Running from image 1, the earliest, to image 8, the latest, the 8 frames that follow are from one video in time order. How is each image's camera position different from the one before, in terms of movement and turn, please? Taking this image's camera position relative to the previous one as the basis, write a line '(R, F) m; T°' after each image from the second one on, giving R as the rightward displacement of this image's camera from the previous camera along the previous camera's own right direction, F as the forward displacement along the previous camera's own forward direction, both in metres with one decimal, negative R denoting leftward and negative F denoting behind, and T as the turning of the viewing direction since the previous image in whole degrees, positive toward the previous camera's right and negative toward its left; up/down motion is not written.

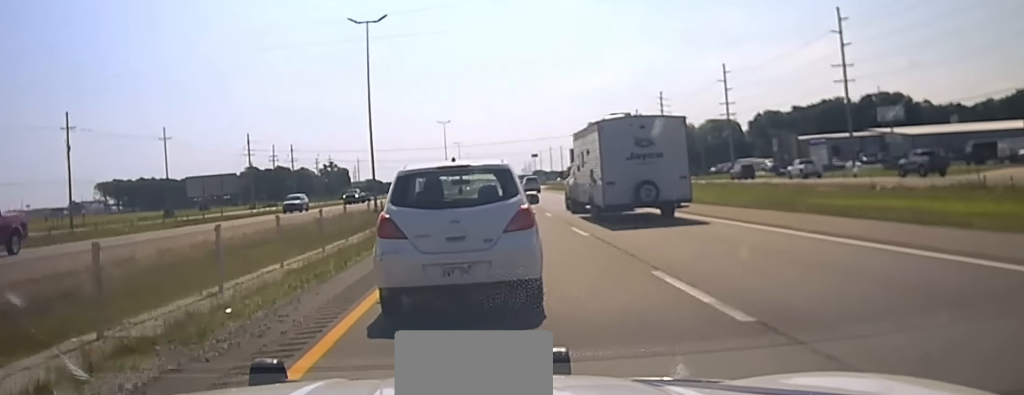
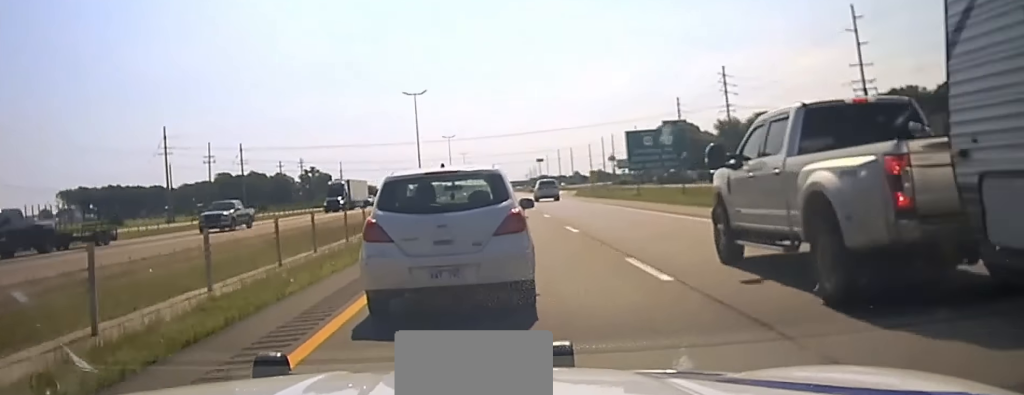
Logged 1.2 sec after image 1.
(-0.3, +55.8) m; 0°
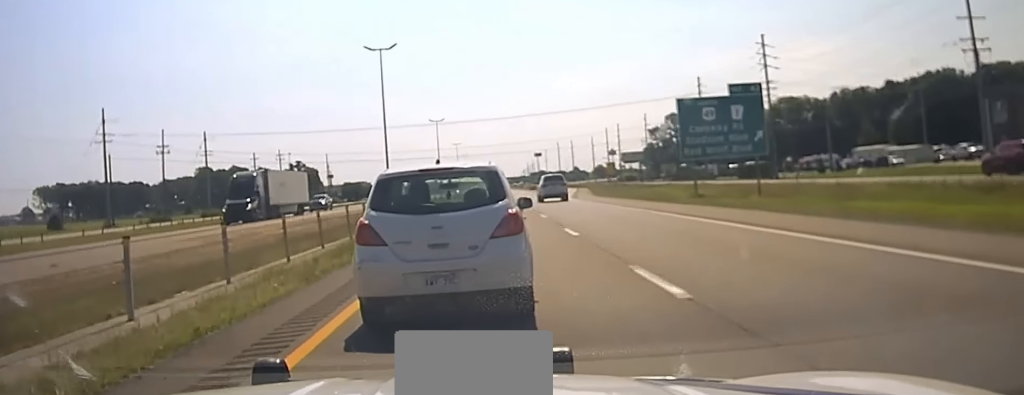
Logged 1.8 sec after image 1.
(-0.2, +27.5) m; 0°
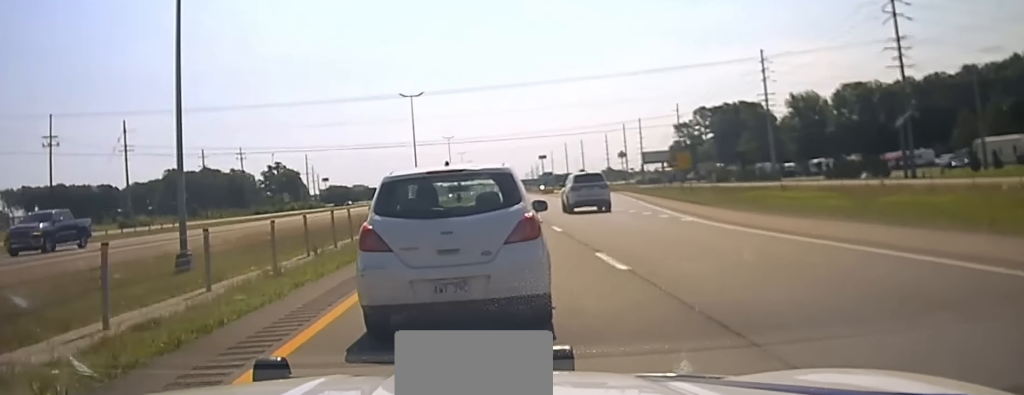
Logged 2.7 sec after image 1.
(+0.3, +46.4) m; 0°
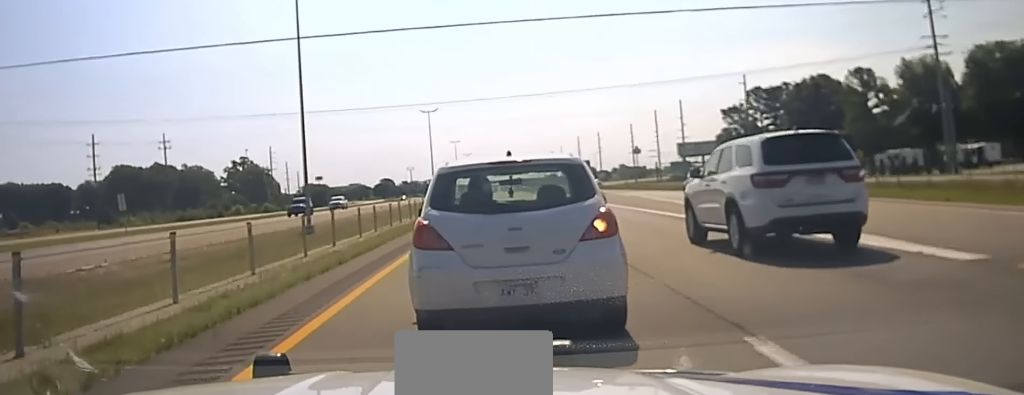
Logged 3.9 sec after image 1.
(-0.2, +65.9) m; 0°
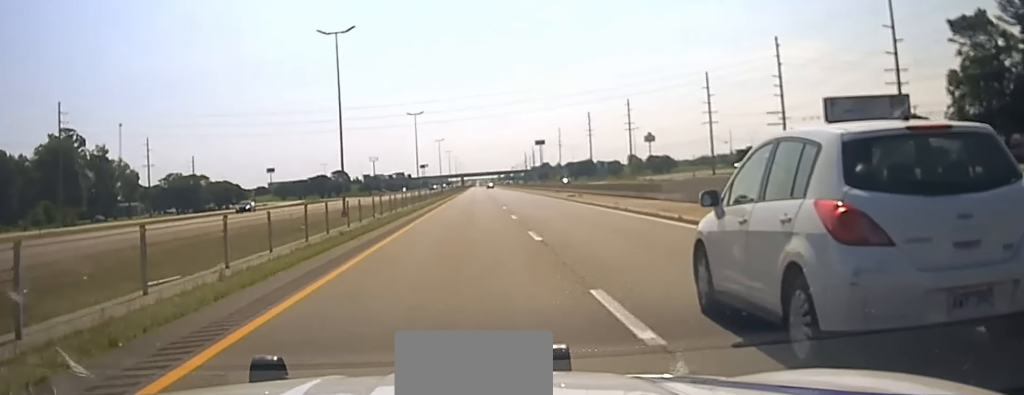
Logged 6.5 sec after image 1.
(+0.3, +119.8) m; +1°
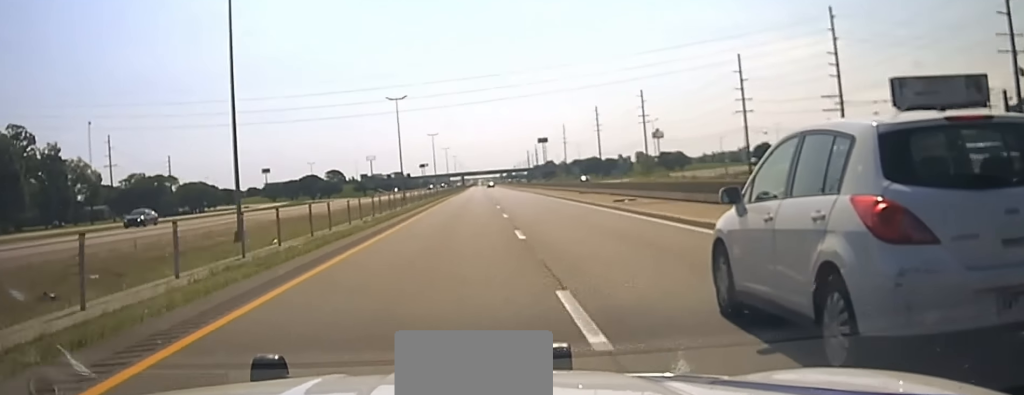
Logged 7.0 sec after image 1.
(0.0, +22.0) m; 0°
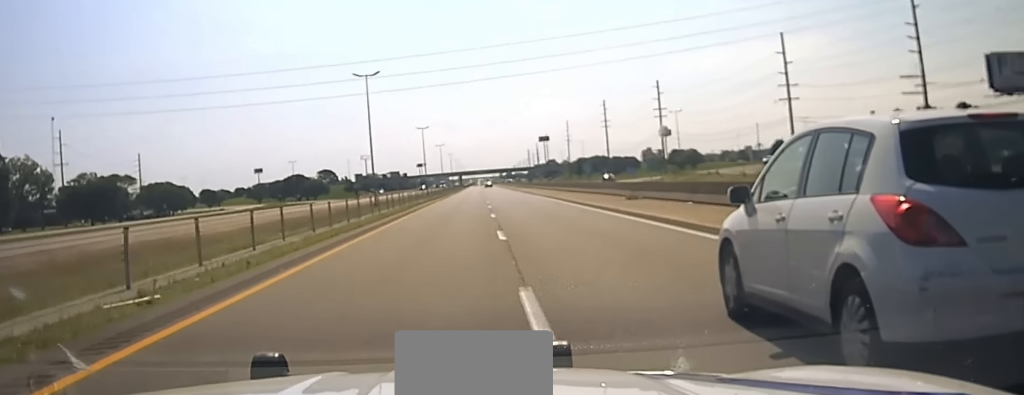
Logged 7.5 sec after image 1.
(0.0, +22.8) m; 0°
